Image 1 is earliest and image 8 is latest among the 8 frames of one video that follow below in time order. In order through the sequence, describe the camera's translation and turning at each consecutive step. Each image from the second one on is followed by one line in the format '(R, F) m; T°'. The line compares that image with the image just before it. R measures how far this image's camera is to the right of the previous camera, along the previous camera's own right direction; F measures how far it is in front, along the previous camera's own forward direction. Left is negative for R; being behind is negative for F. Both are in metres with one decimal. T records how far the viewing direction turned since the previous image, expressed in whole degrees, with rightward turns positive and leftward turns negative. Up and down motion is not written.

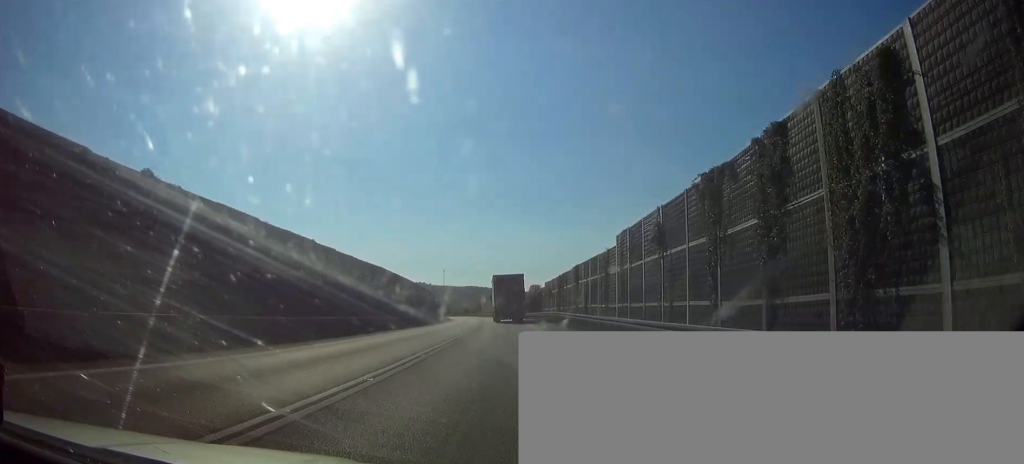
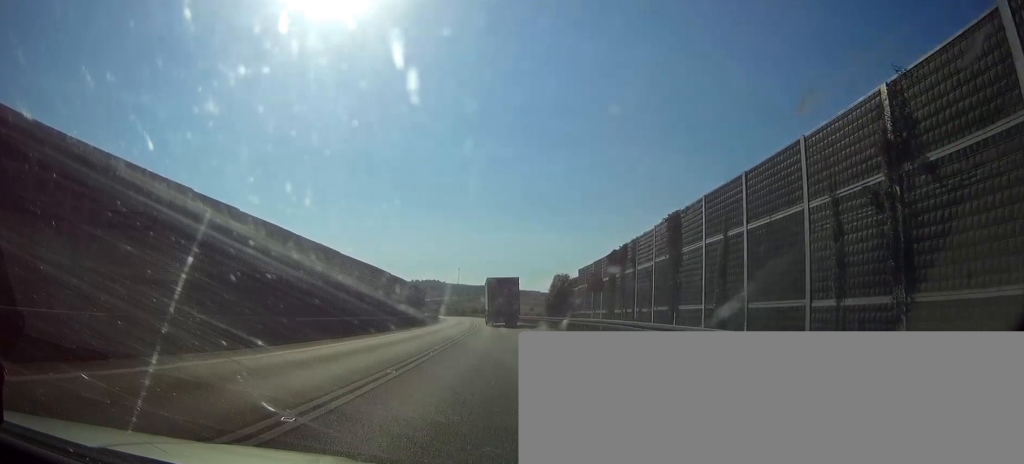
(-0.5, +34.6) m; -1°
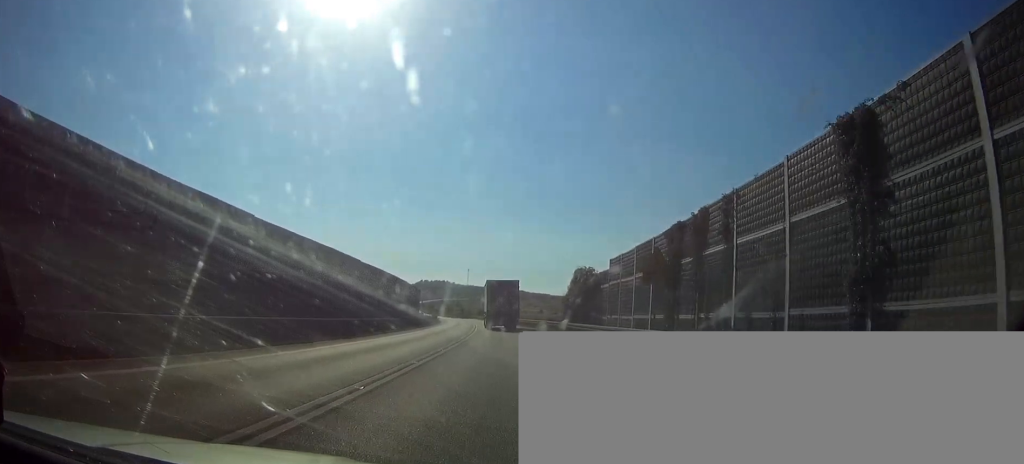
(-0.1, +14.7) m; -1°
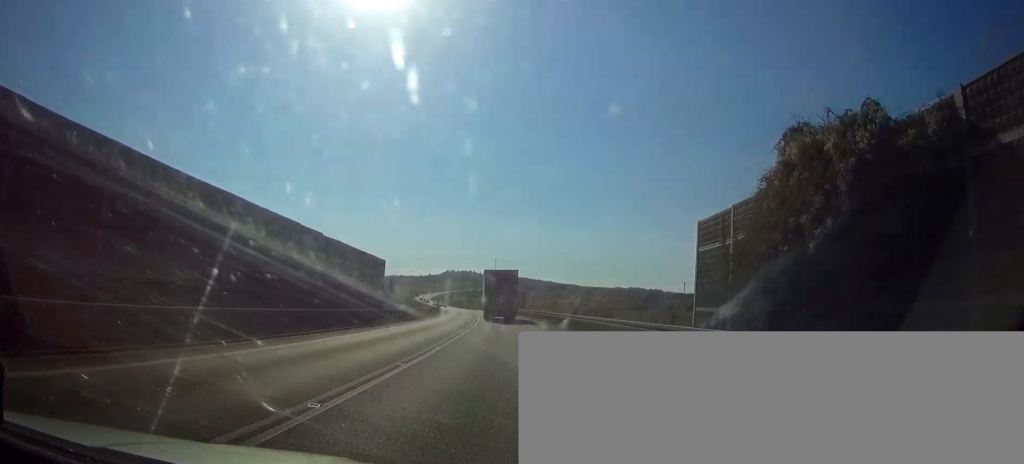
(-0.8, +38.5) m; -2°
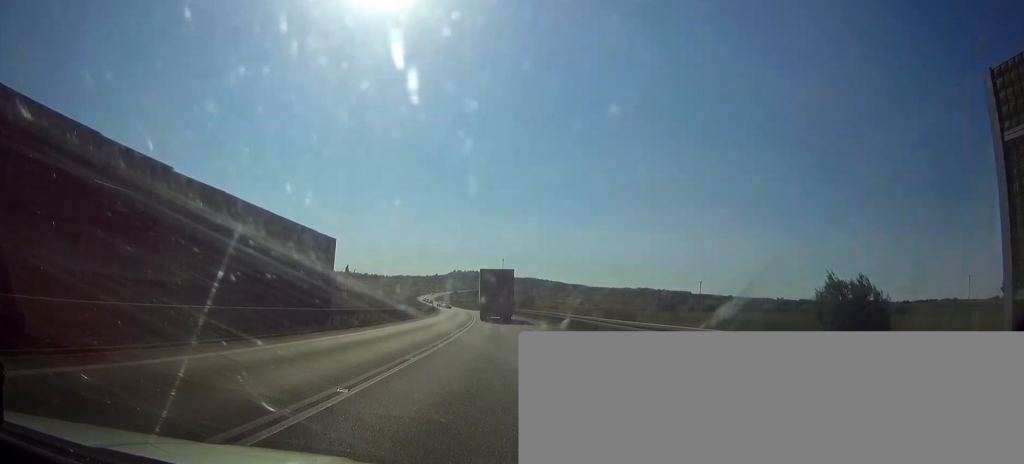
(-0.1, +16.6) m; 0°
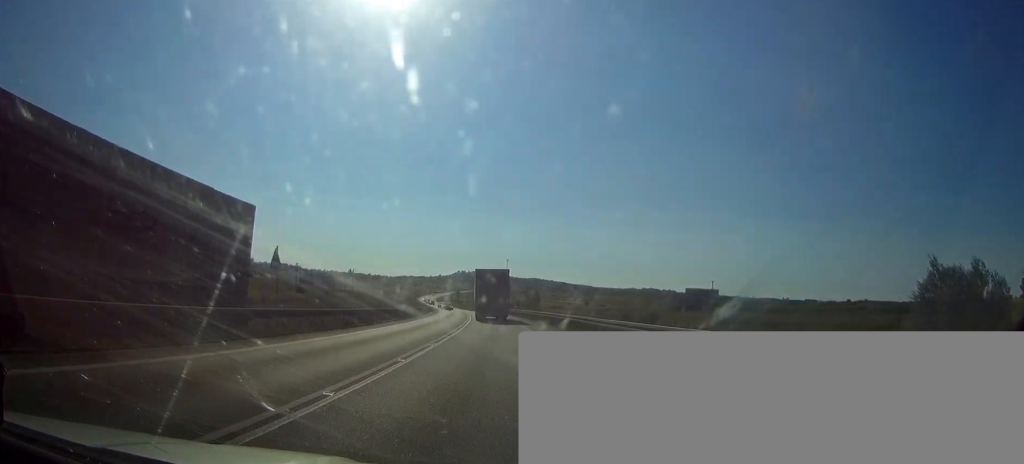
(0.0, +12.6) m; 0°
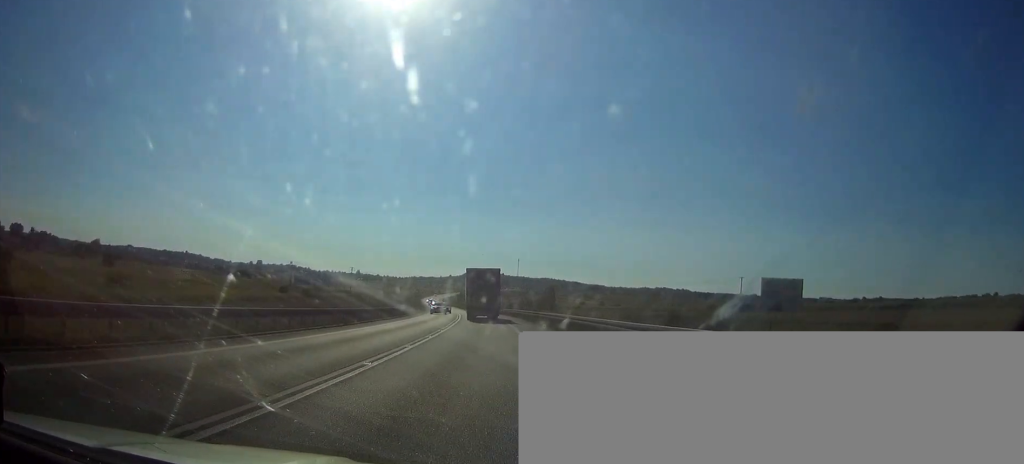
(-0.2, +24.9) m; -1°
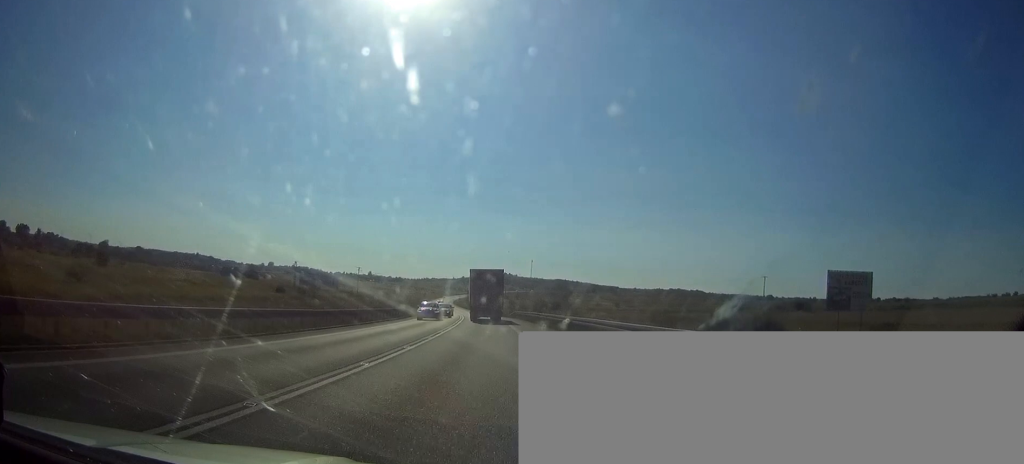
(-0.1, +12.4) m; -1°
